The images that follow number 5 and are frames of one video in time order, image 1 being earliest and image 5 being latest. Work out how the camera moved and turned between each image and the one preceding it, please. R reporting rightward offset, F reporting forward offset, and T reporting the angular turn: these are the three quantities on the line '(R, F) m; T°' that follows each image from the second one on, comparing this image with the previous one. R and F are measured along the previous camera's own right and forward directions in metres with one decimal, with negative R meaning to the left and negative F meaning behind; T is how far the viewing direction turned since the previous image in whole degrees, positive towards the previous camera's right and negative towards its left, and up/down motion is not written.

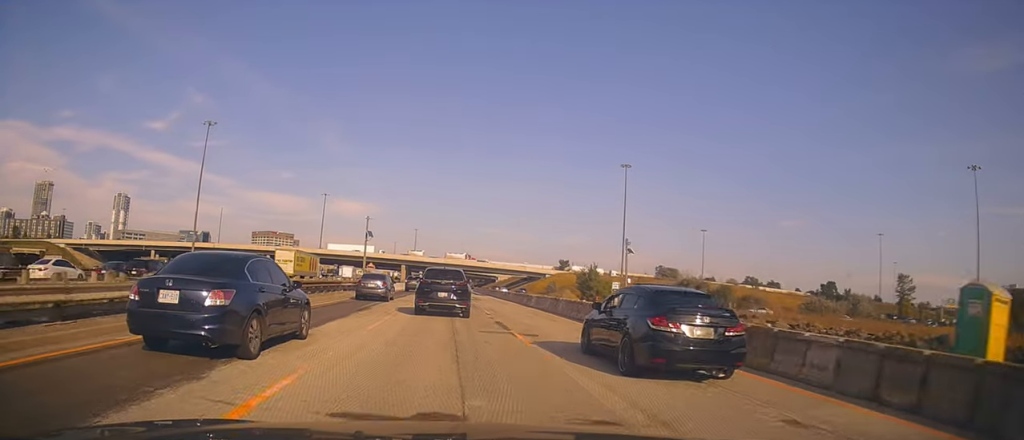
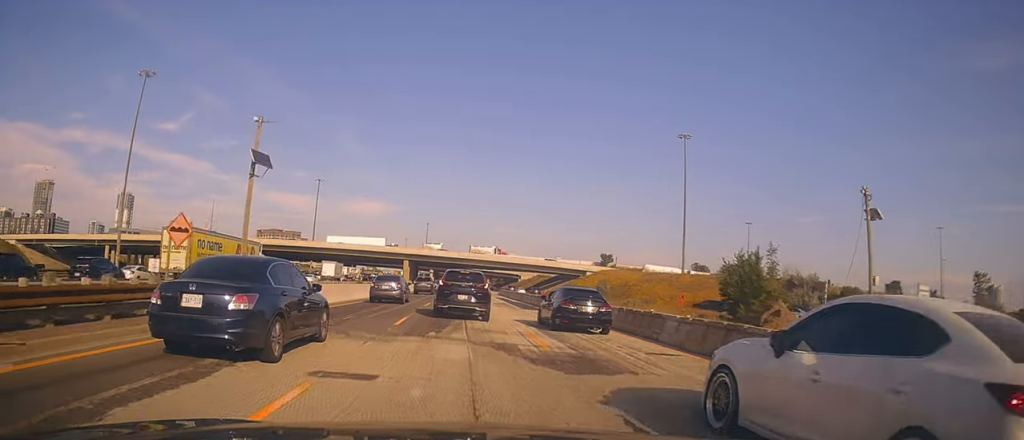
(-2.0, +37.0) m; -4°
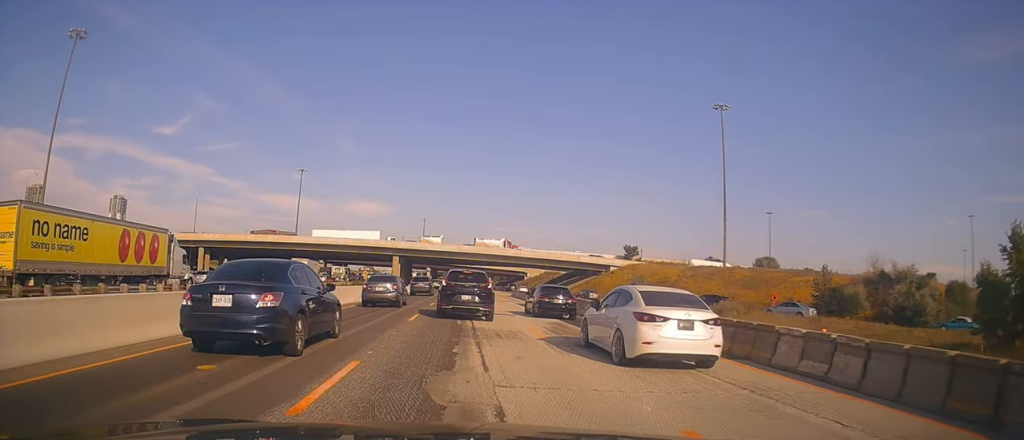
(+0.9, +23.2) m; +2°
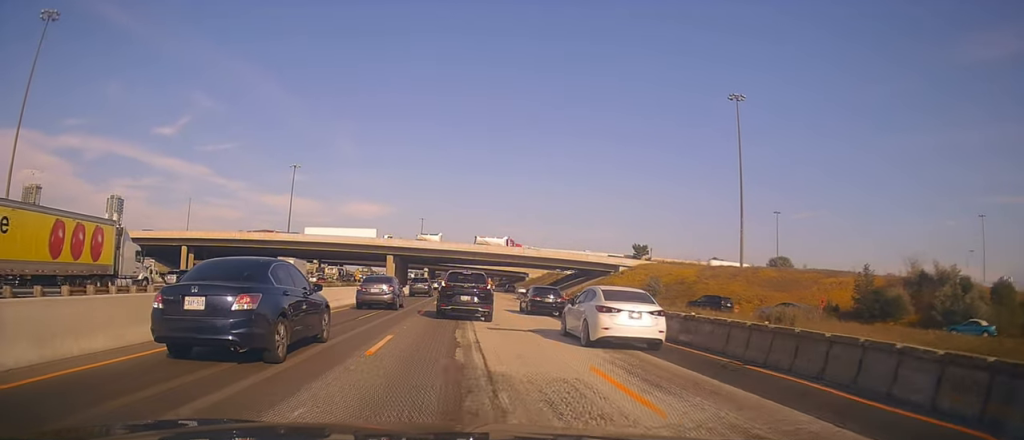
(0.0, +8.3) m; 0°
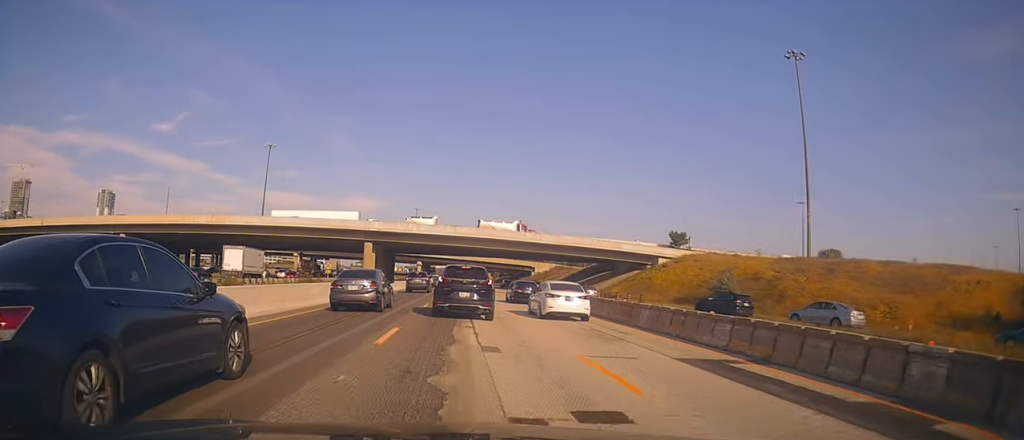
(-0.1, +23.6) m; 0°
